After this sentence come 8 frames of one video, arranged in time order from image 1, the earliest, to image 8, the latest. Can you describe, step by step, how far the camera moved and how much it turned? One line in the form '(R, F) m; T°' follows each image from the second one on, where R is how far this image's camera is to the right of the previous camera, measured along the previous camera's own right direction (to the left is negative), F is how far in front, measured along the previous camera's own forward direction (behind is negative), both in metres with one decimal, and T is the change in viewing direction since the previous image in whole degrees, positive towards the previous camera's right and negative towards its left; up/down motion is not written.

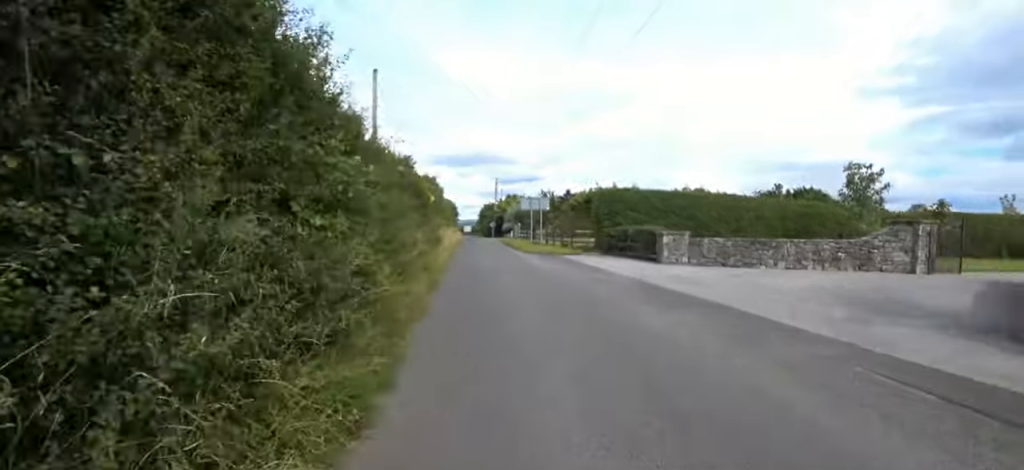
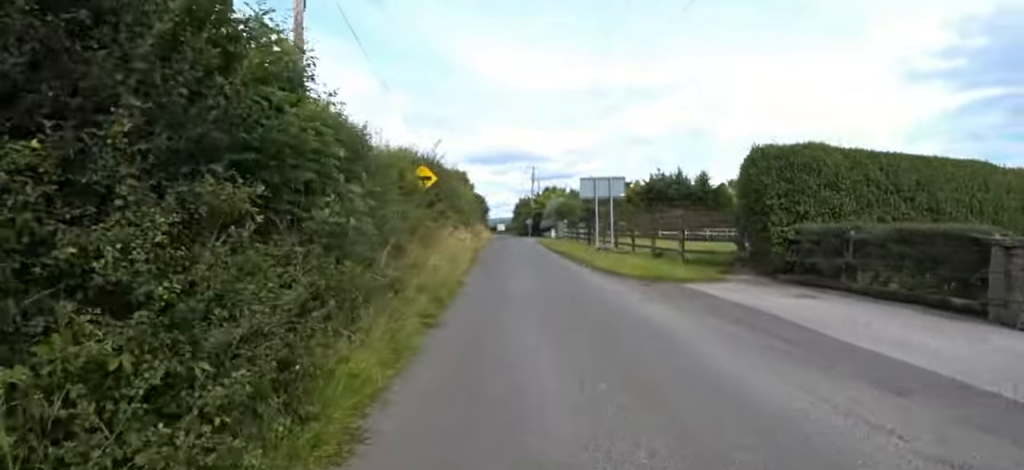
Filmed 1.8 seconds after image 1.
(+2.2, +9.5) m; +9°
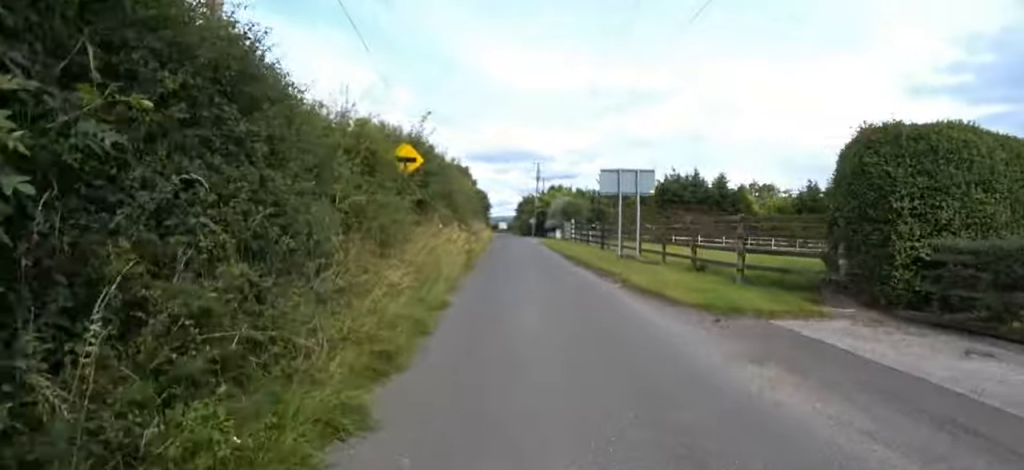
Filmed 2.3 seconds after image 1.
(-0.9, +2.7) m; 0°
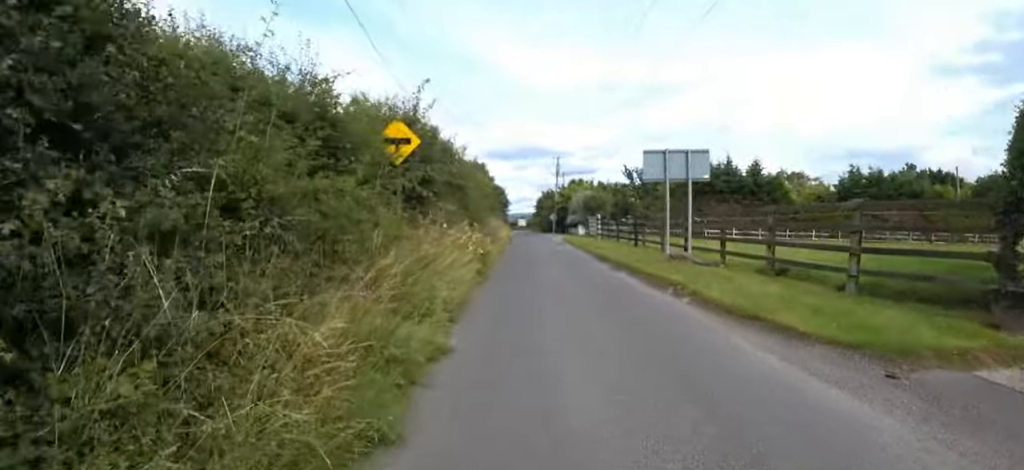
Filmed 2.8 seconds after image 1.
(-0.3, +2.3) m; 0°
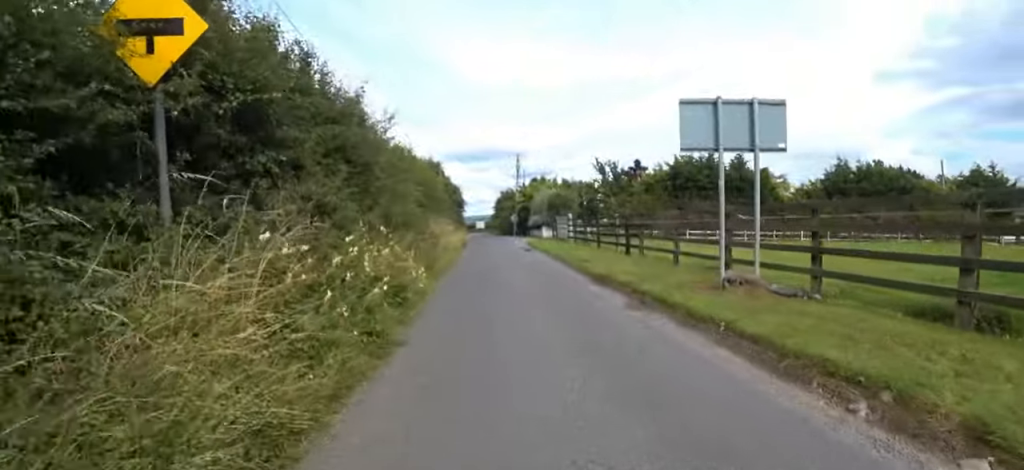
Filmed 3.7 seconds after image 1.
(+1.3, +4.8) m; +2°
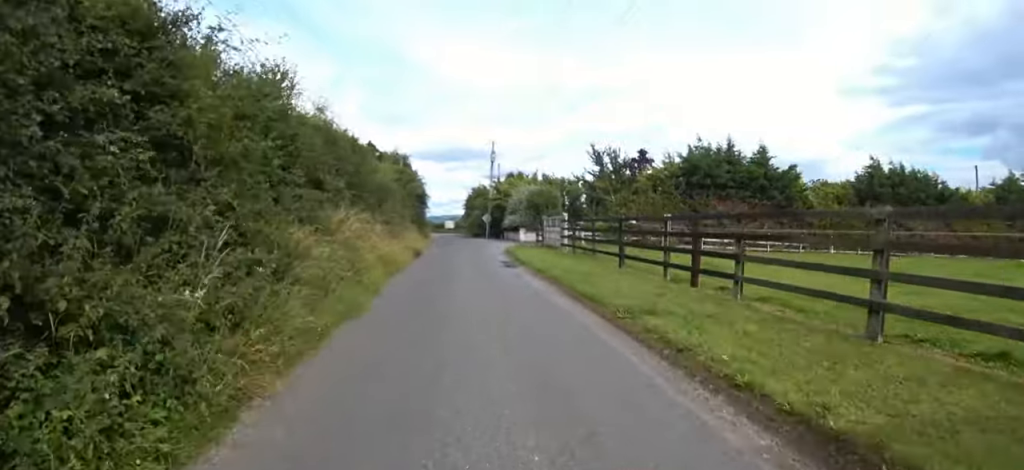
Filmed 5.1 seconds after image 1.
(-1.5, +6.9) m; -9°
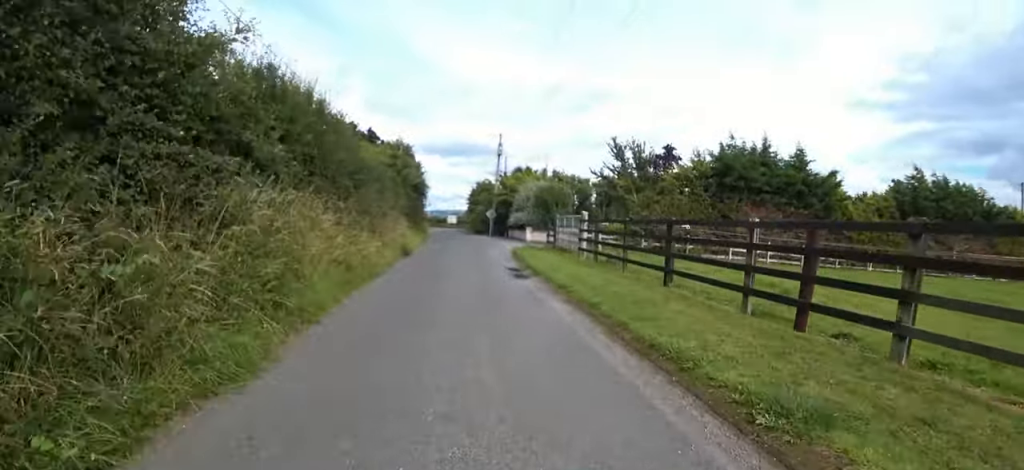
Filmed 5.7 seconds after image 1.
(+0.1, +3.0) m; +3°
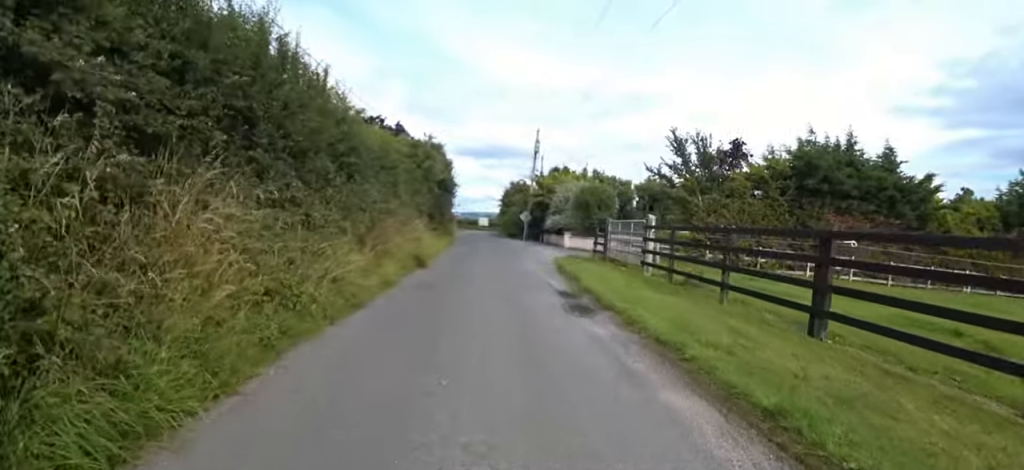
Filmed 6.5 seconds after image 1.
(+0.1, +3.4) m; +6°
